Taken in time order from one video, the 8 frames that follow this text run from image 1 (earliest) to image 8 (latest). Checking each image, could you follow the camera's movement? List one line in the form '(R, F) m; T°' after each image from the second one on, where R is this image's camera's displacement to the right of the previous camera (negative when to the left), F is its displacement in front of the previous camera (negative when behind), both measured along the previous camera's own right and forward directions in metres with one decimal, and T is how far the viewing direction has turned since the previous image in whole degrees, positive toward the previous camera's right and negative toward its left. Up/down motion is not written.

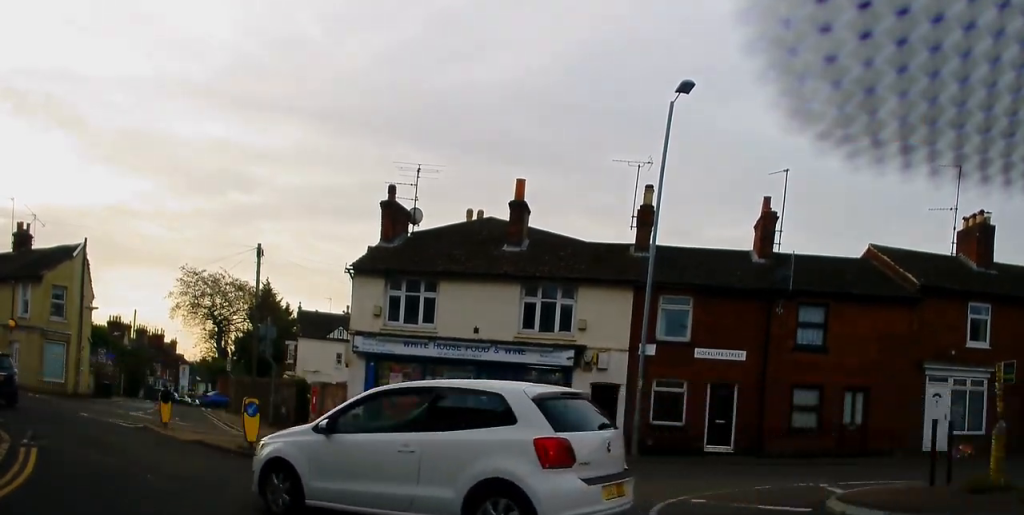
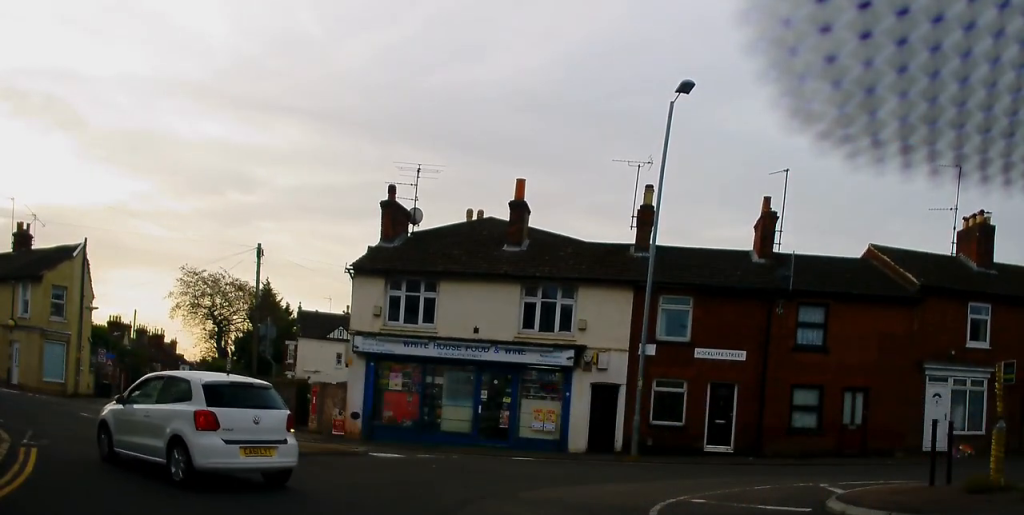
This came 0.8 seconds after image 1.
(0.0, 0.0) m; 0°
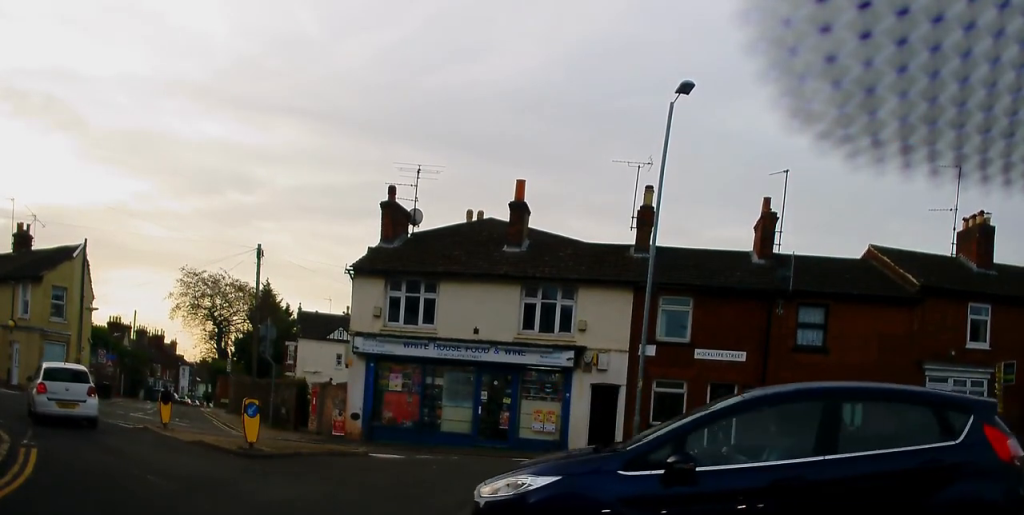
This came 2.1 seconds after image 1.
(0.0, +0.2) m; 0°
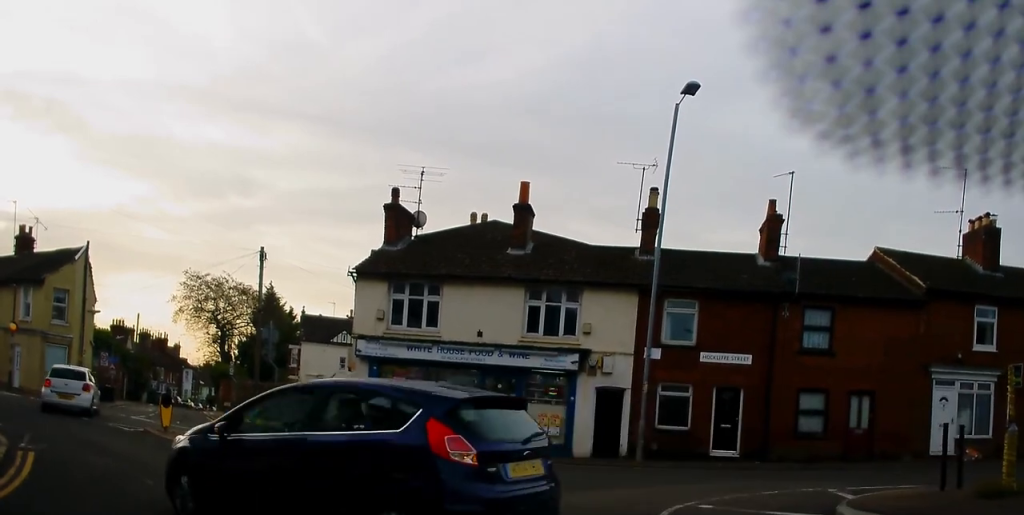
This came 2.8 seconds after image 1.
(0.0, +0.2) m; 0°
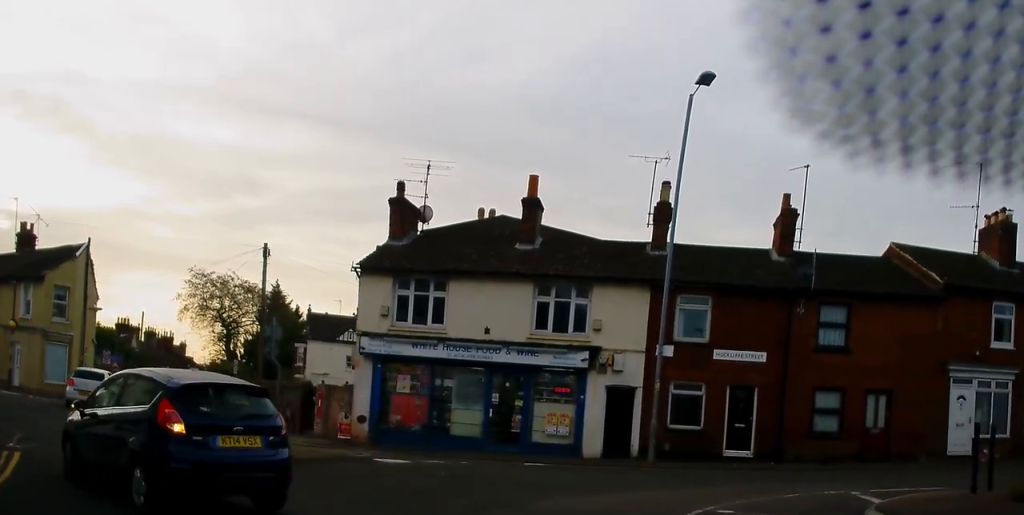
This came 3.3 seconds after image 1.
(-0.1, +0.7) m; -3°
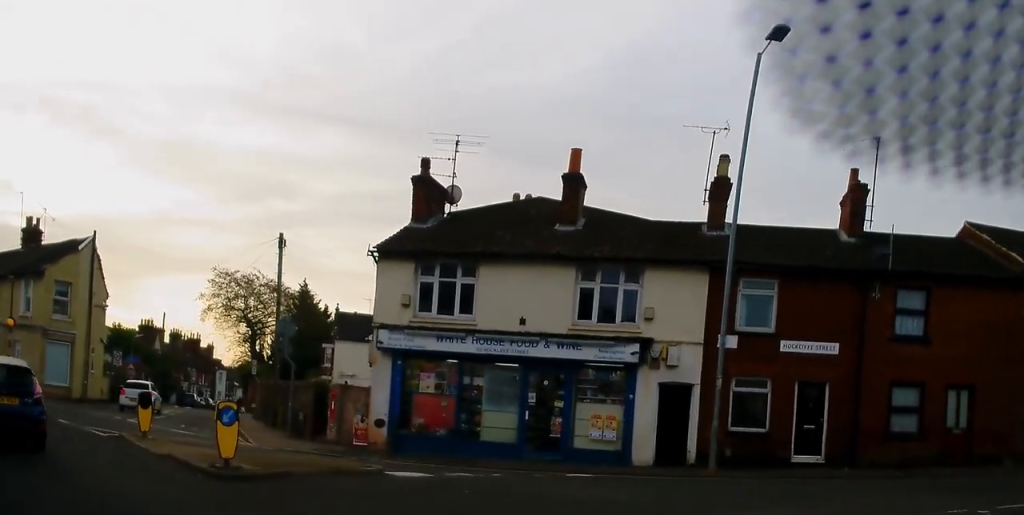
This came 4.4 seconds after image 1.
(-0.2, +2.4) m; -1°
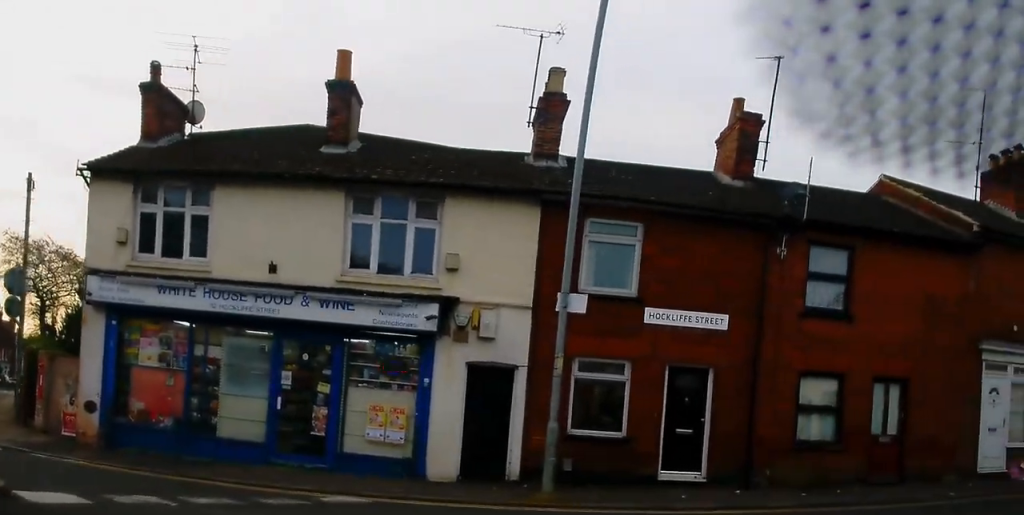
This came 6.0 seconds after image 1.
(+0.7, +5.4) m; +21°
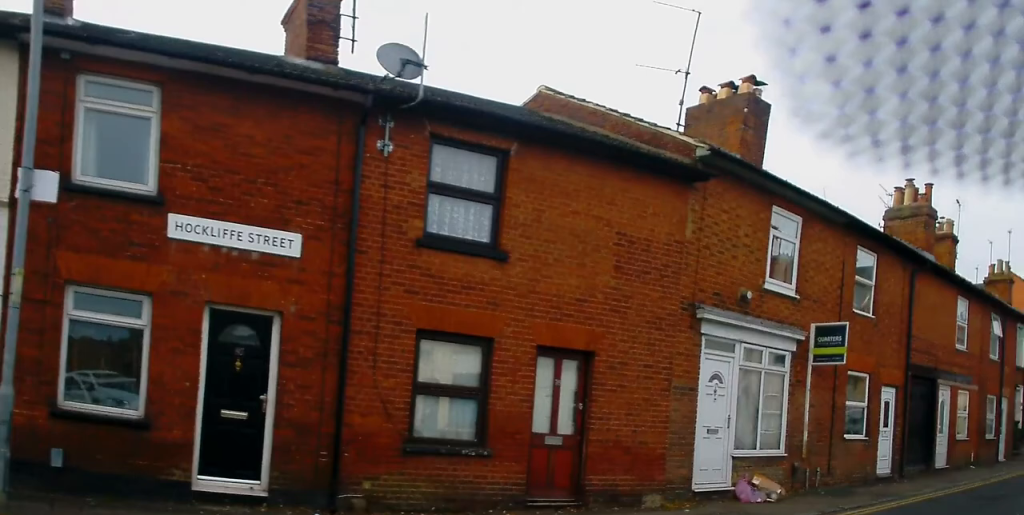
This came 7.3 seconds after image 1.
(+1.0, +4.4) m; +23°
